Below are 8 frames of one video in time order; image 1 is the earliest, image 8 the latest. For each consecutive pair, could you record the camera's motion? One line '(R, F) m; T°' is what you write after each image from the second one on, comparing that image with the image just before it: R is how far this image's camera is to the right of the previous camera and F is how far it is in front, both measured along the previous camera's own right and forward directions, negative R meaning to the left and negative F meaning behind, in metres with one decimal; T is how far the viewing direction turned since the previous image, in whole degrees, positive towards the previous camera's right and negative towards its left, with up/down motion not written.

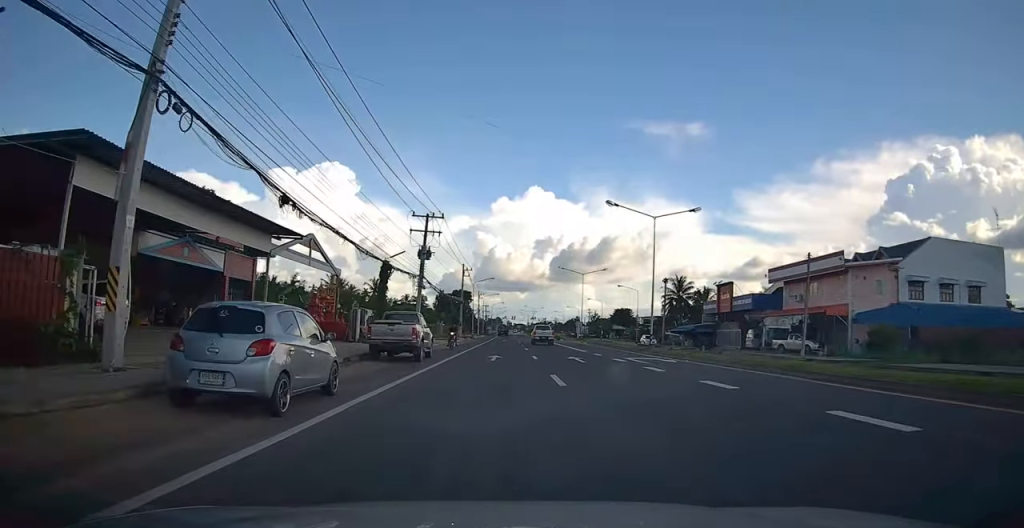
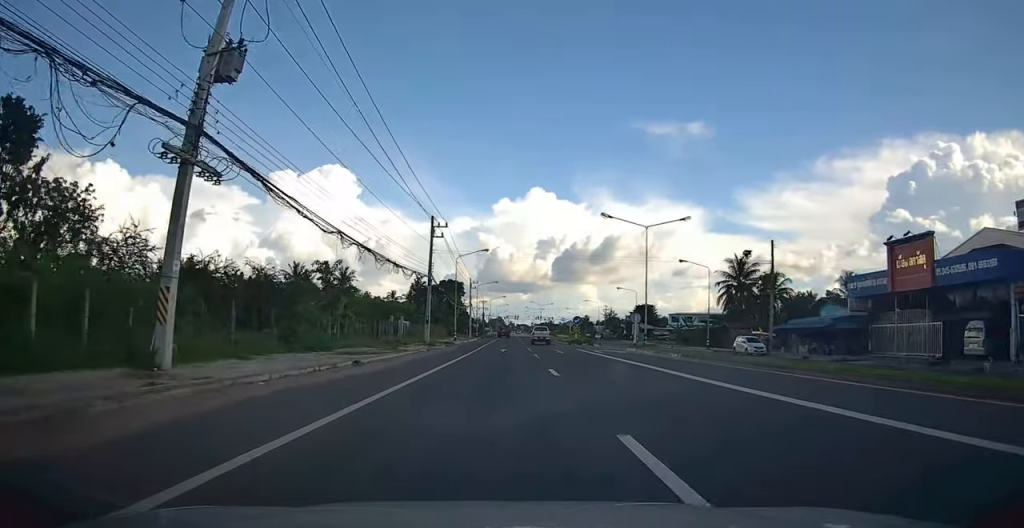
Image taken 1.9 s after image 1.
(0.0, +32.9) m; -2°
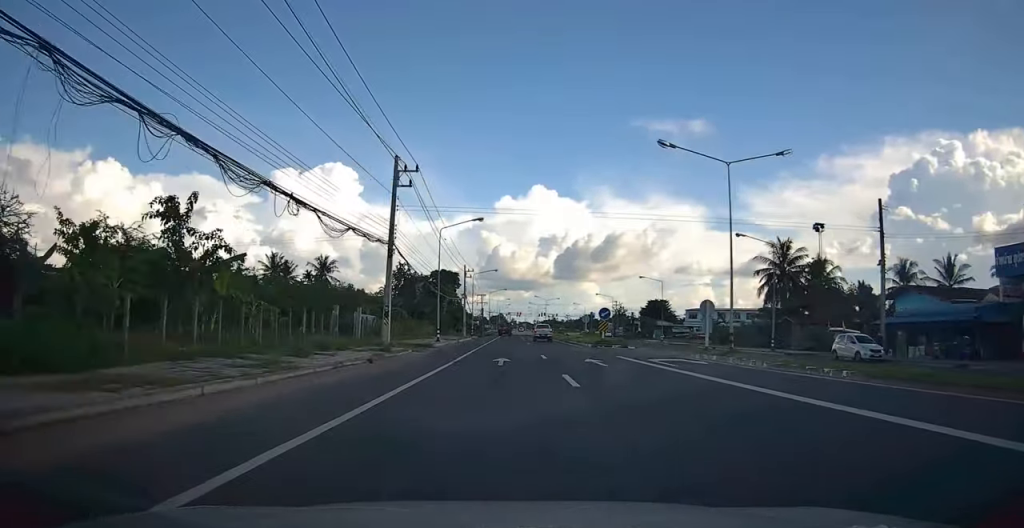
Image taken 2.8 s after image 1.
(-0.2, +15.3) m; +1°
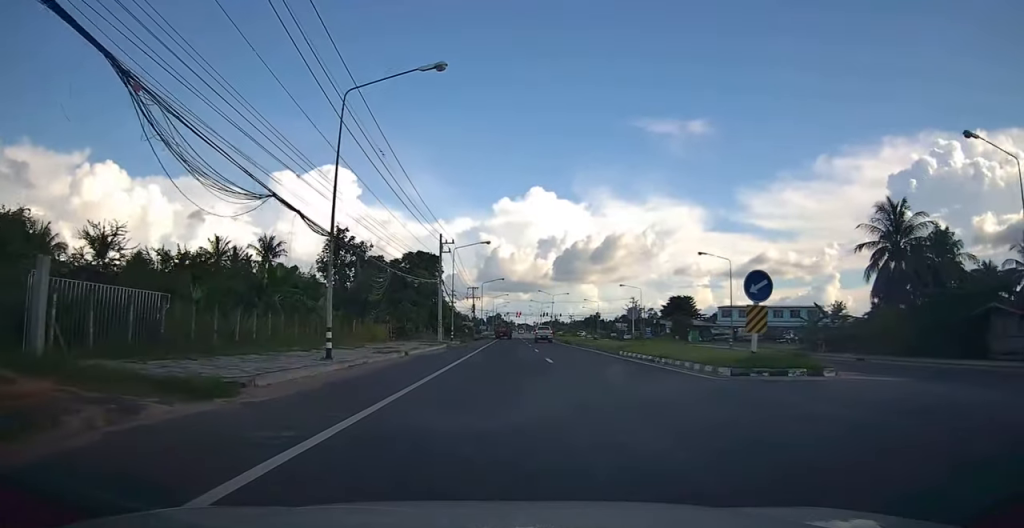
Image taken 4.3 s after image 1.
(+0.5, +26.2) m; -1°
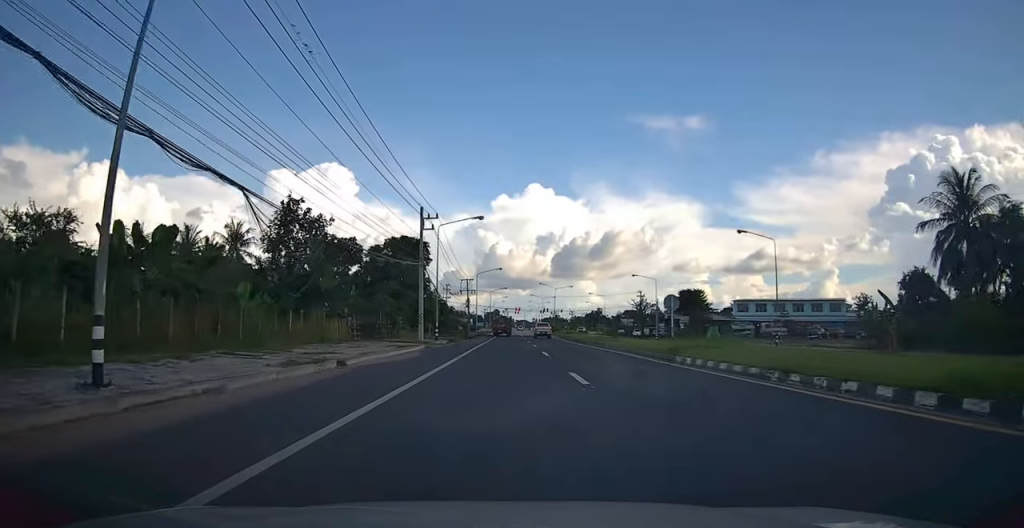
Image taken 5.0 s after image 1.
(-0.7, +10.5) m; -1°
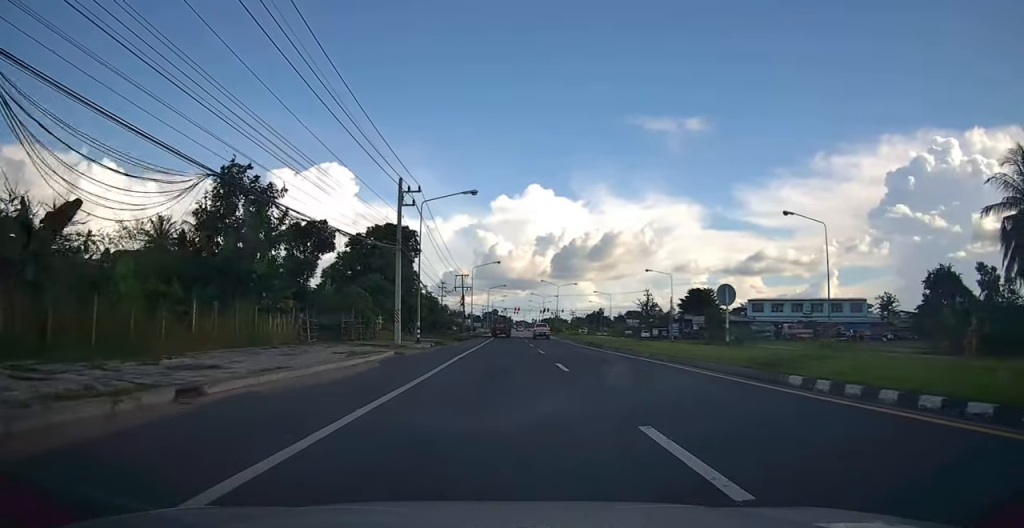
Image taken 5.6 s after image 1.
(+0.2, +8.2) m; +1°
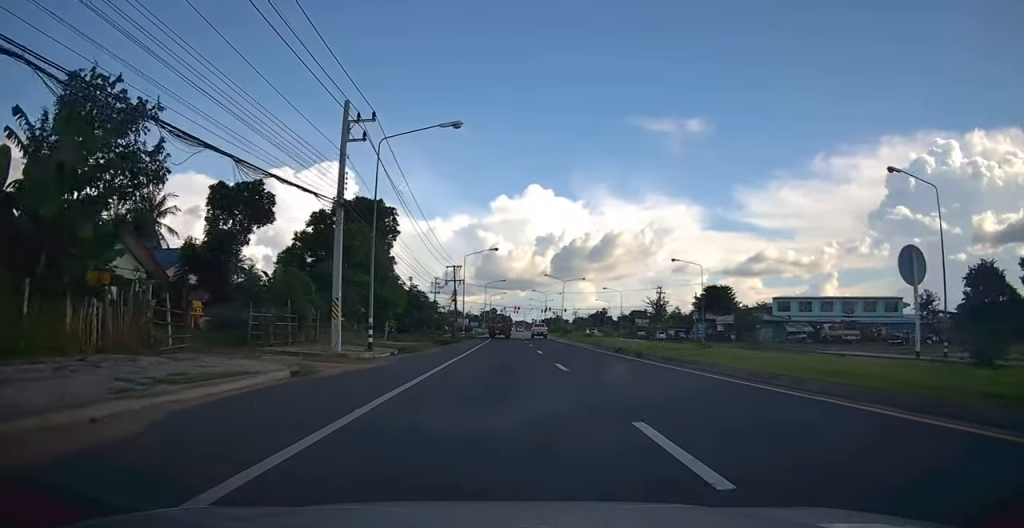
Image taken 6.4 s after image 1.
(+0.3, +12.1) m; +2°
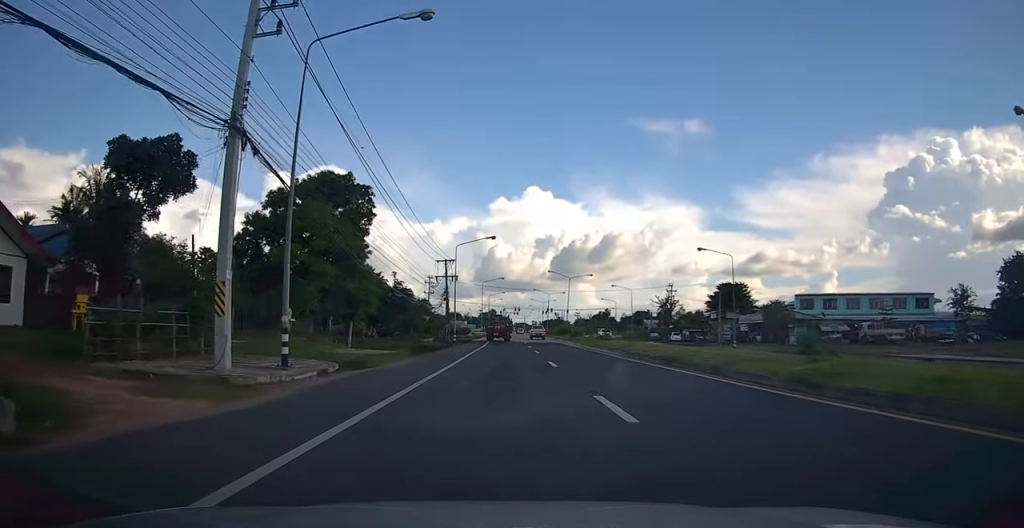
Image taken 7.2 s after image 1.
(+0.2, +9.1) m; 0°
